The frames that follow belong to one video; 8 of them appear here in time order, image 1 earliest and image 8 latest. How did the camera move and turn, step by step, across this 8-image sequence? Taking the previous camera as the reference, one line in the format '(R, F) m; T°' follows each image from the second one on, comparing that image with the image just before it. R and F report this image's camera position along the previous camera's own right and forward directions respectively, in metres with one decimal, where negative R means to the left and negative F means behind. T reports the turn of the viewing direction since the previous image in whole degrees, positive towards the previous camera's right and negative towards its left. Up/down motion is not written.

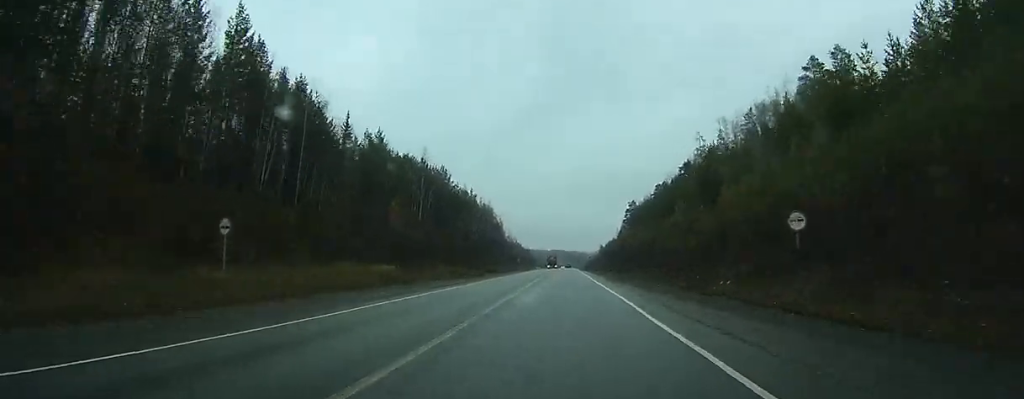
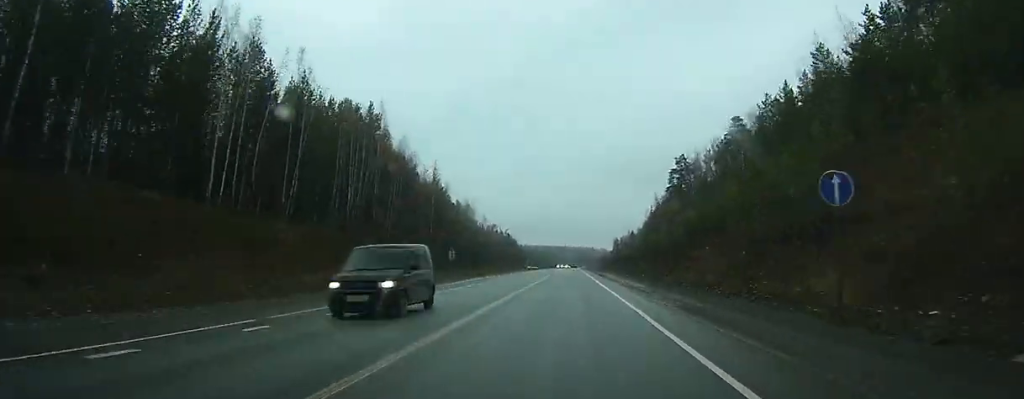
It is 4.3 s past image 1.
(-1.3, +109.1) m; -1°
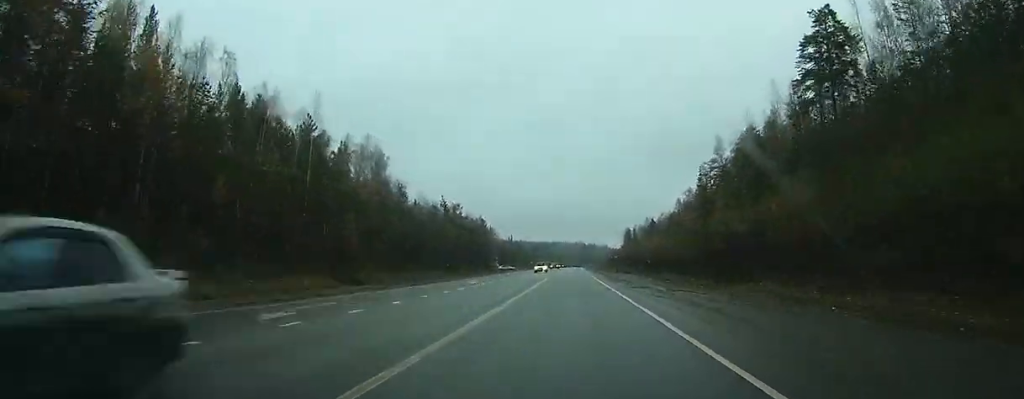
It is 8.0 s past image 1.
(+0.8, +94.7) m; +1°
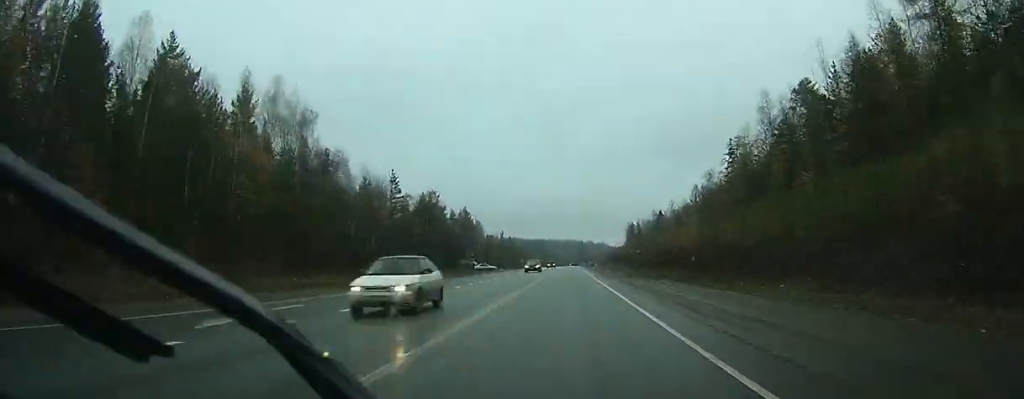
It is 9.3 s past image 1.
(+0.1, +32.2) m; 0°
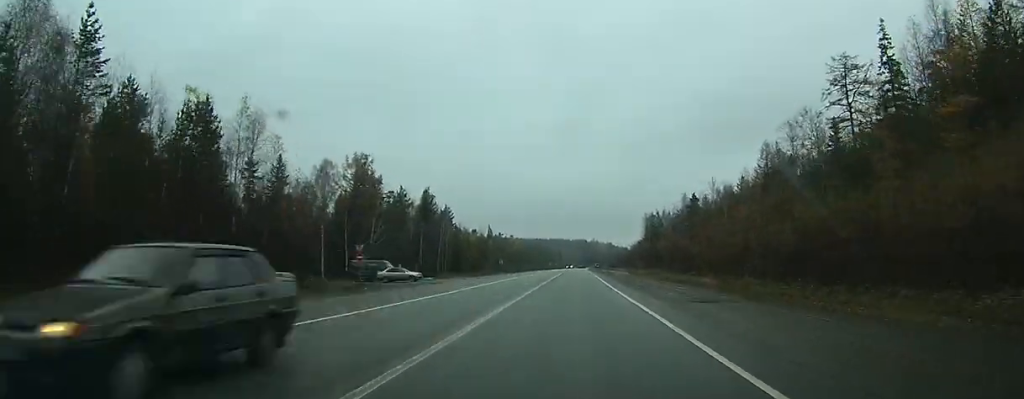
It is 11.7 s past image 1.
(-0.1, +61.2) m; 0°
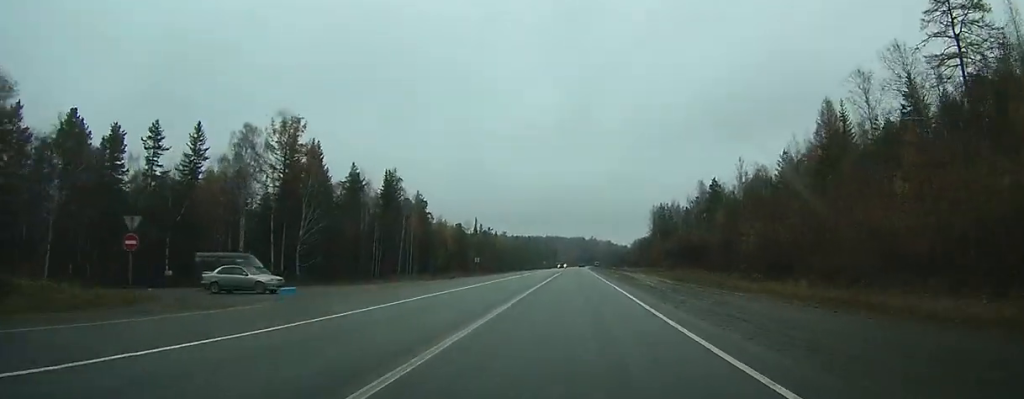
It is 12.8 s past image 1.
(0.0, +28.9) m; 0°
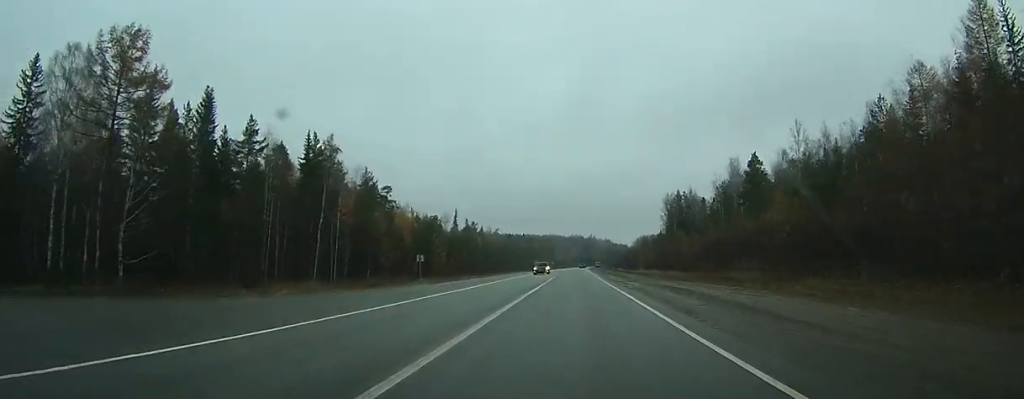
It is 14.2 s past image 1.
(+0.1, +35.7) m; 0°
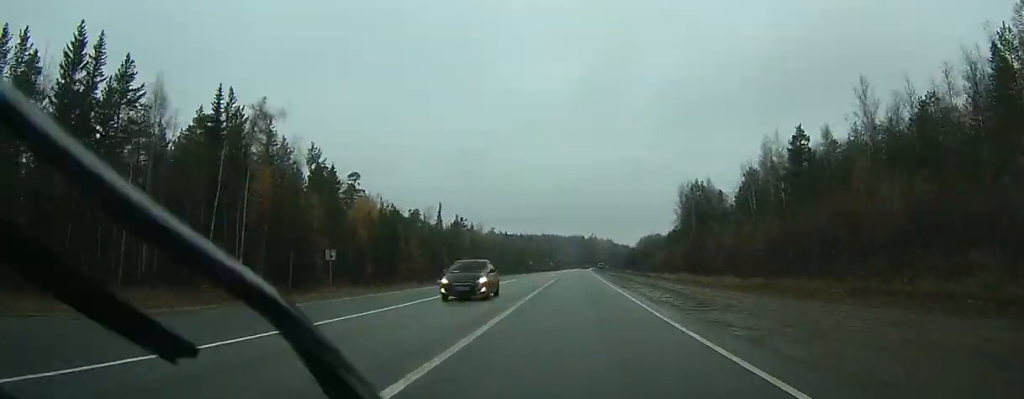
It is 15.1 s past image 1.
(-0.1, +23.6) m; 0°
